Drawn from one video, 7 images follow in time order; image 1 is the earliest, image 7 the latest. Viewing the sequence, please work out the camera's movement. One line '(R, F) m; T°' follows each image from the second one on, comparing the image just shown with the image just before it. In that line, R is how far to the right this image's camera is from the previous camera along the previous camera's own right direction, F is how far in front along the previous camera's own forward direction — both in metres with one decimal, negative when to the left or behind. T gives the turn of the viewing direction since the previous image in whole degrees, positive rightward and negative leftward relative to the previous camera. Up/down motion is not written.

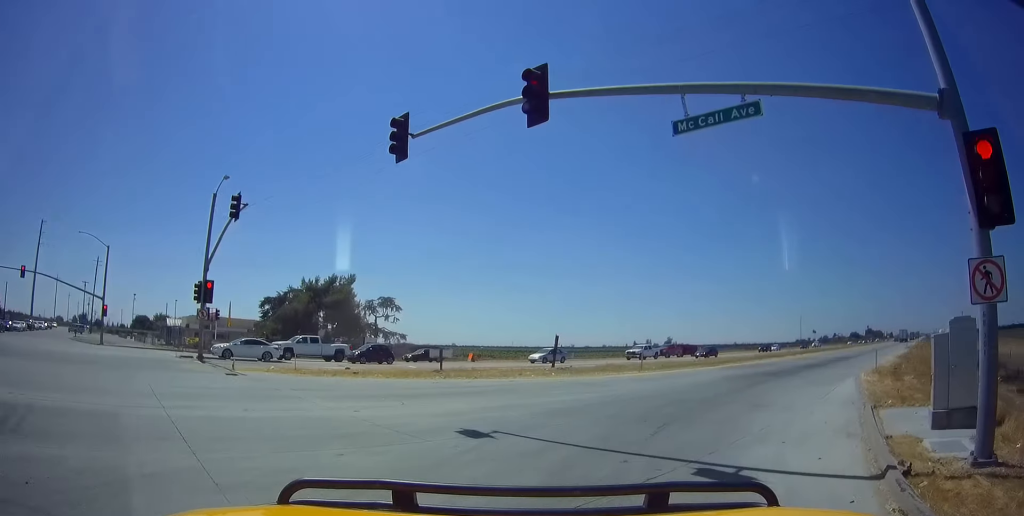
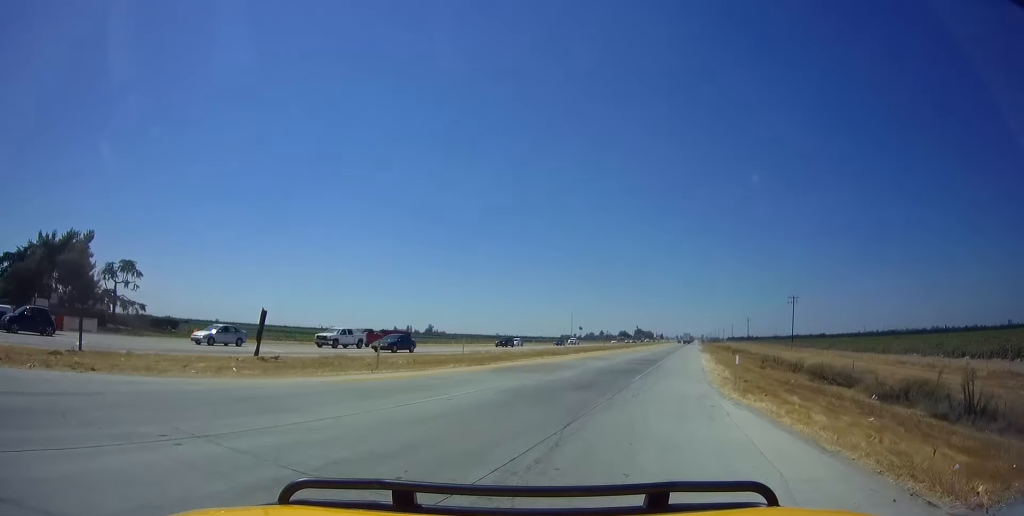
(+1.9, +13.3) m; +10°
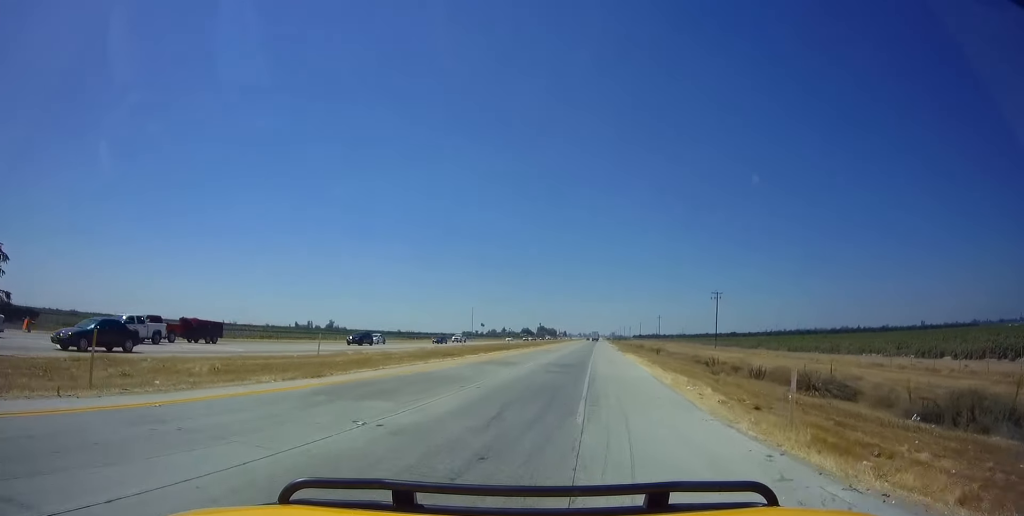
(+0.4, +13.2) m; +4°
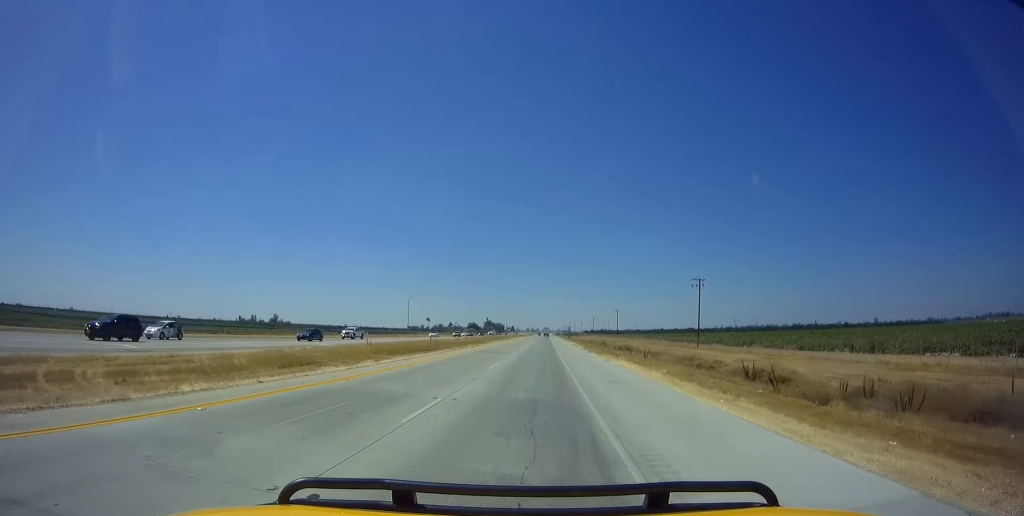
(+0.8, +23.2) m; +3°
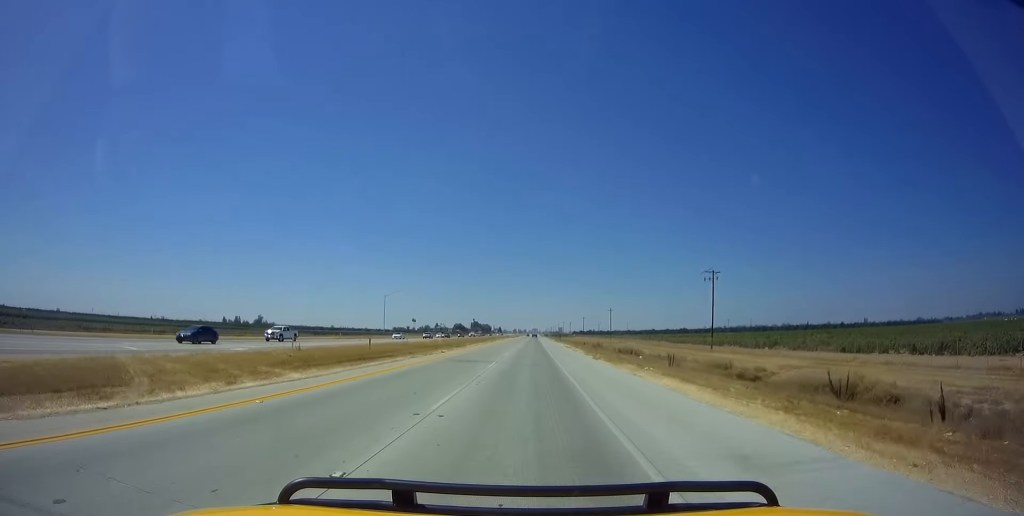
(+0.2, +14.7) m; +1°
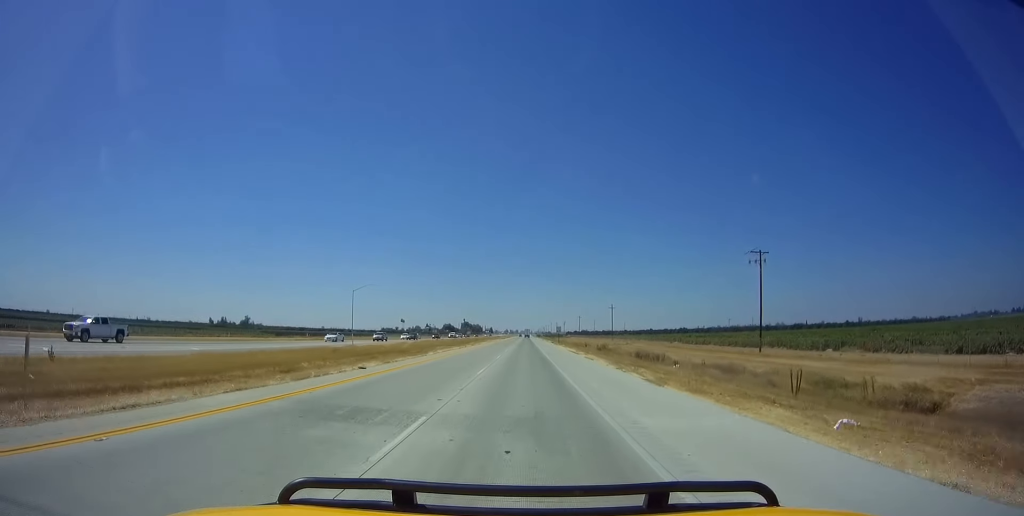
(+0.3, +21.9) m; 0°
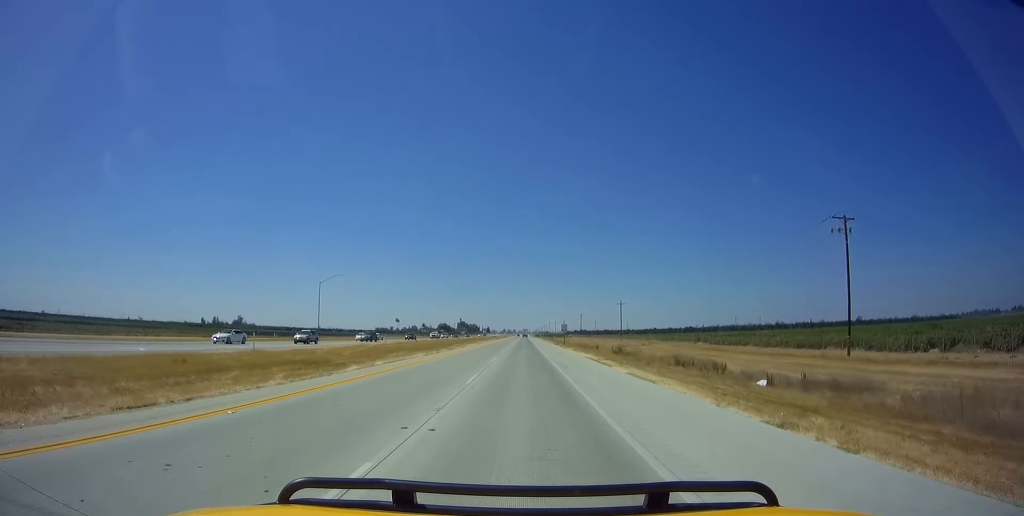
(-0.2, +20.8) m; -1°
